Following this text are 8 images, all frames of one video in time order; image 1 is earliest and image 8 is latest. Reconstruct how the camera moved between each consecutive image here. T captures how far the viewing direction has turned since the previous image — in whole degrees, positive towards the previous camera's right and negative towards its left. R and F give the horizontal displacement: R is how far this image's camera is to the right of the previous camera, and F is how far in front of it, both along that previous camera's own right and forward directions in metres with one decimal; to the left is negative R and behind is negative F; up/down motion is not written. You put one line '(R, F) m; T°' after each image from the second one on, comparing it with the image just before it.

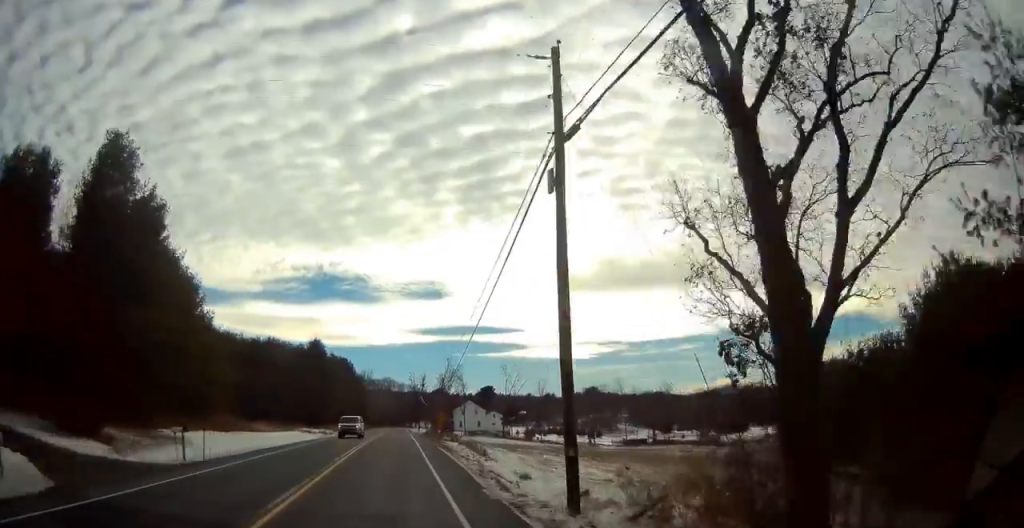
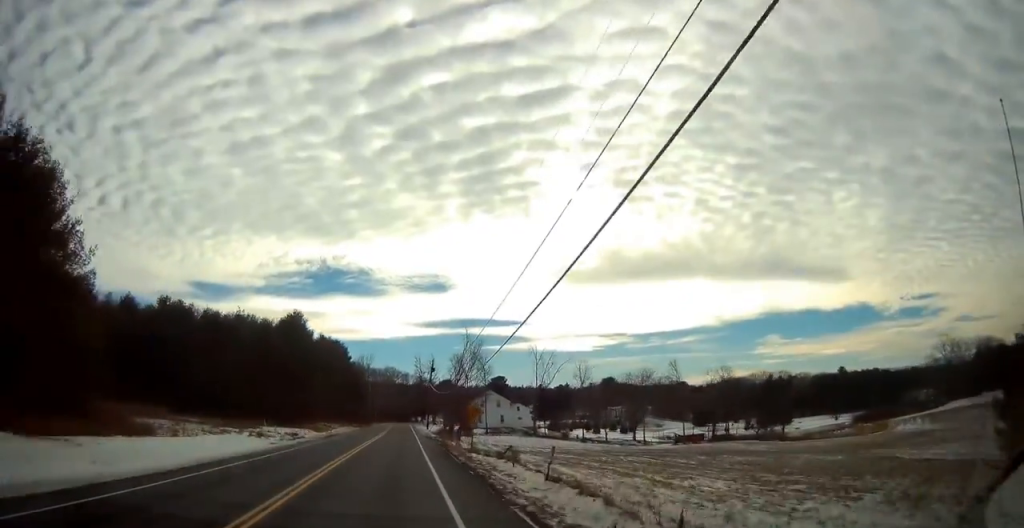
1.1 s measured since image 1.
(0.0, +25.7) m; 0°
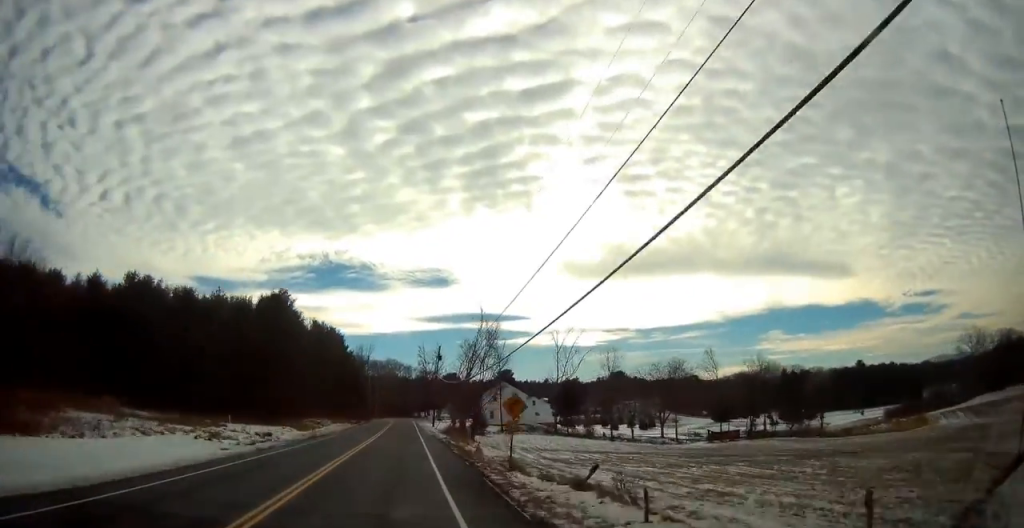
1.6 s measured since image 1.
(0.0, +12.4) m; 0°
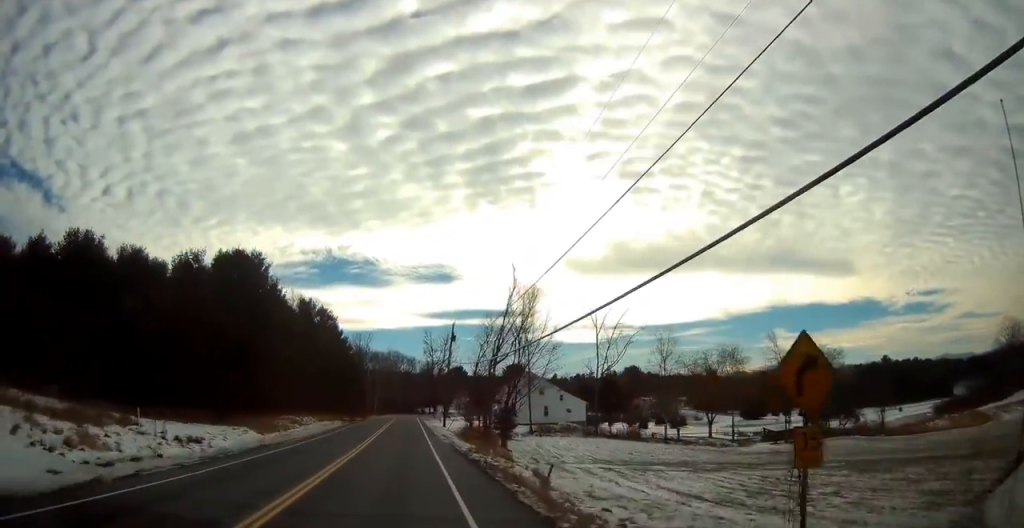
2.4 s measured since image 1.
(0.0, +17.0) m; -1°
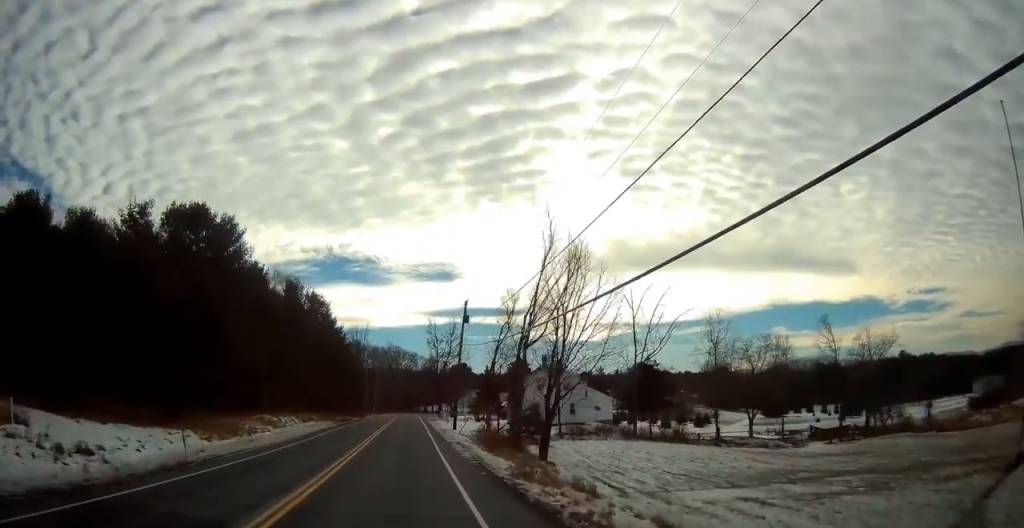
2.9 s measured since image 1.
(-0.2, +11.5) m; 0°
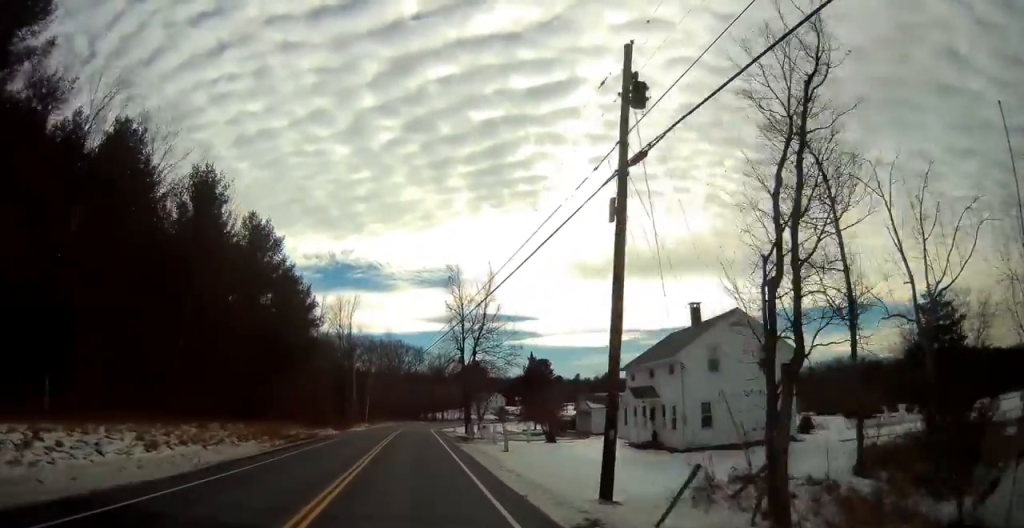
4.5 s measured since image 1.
(+0.2, +36.7) m; +1°
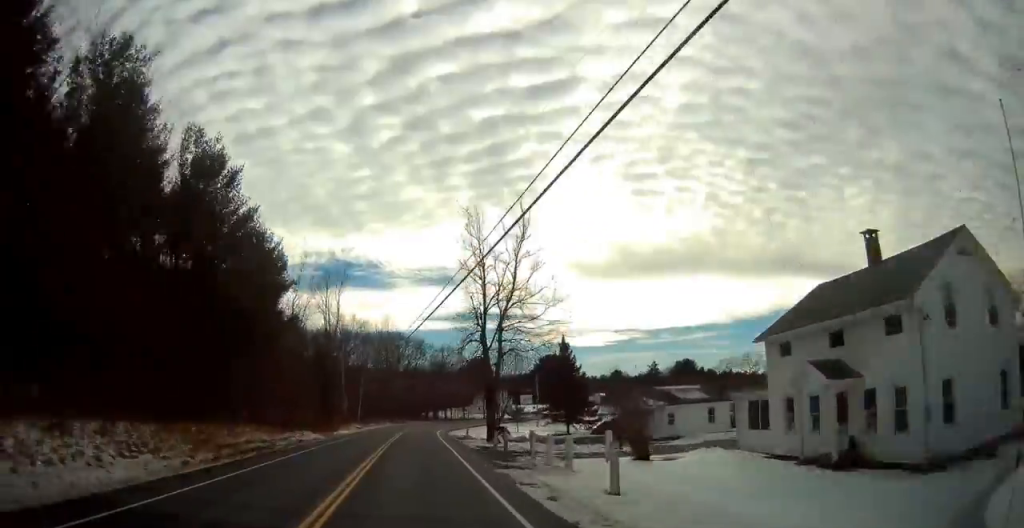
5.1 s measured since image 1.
(0.0, +15.4) m; 0°
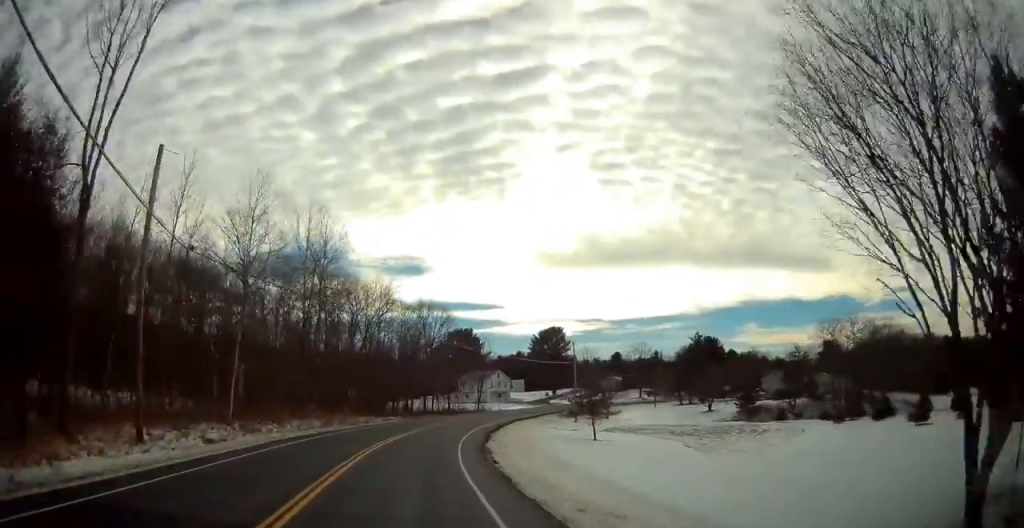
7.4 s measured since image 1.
(+0.9, +52.2) m; +4°
